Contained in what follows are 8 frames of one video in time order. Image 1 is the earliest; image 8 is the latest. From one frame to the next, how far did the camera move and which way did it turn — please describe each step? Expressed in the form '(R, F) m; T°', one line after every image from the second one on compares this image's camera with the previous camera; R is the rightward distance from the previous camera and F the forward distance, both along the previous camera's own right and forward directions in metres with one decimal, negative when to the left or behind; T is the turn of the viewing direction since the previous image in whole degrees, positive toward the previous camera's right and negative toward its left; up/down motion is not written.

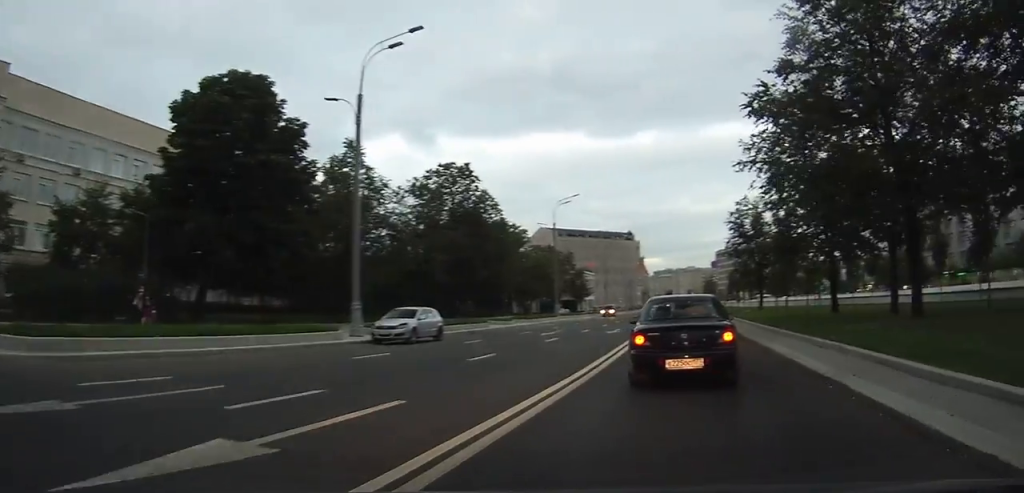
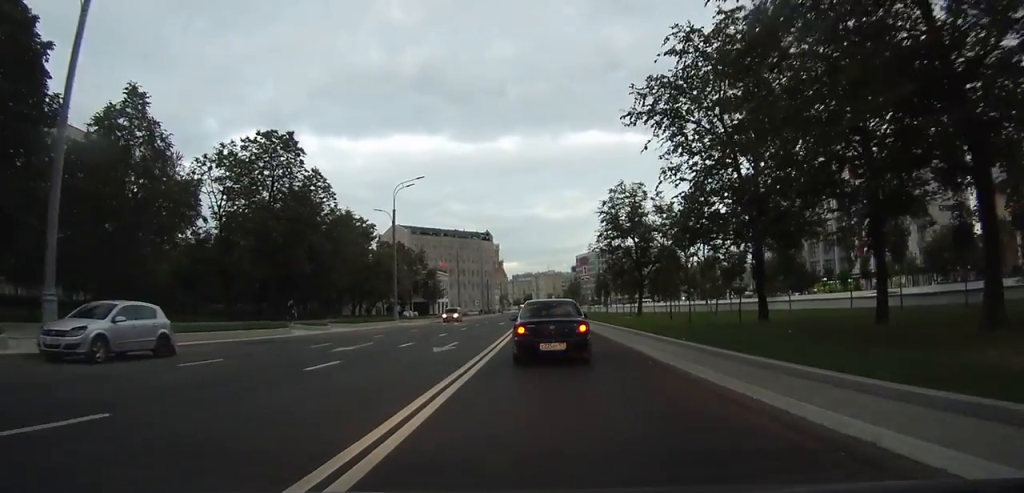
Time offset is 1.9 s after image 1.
(+1.4, +10.0) m; +11°
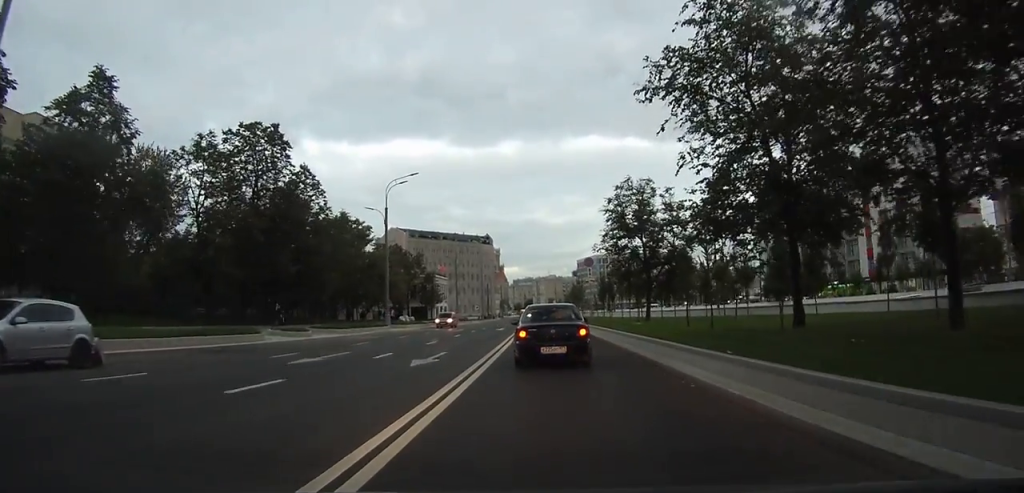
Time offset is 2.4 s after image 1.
(+0.1, +3.1) m; +1°
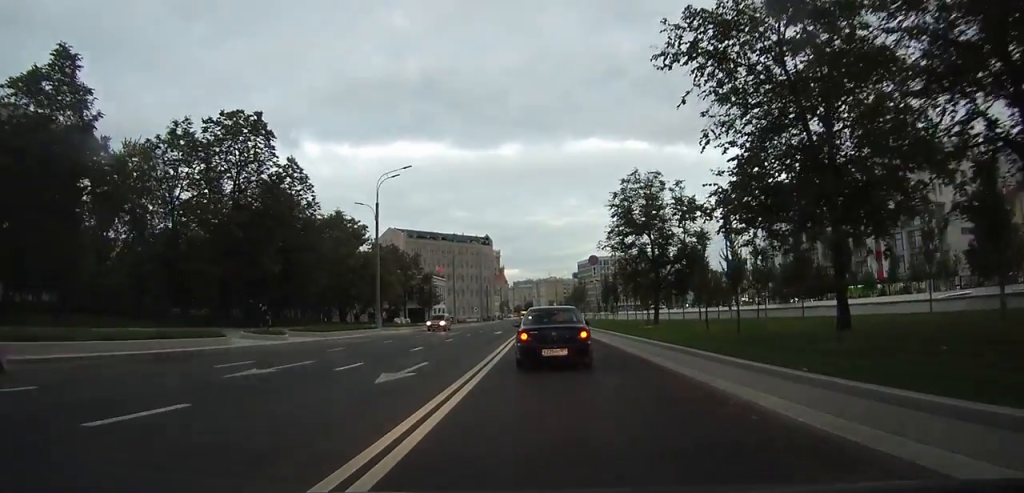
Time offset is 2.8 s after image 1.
(0.0, +3.1) m; 0°
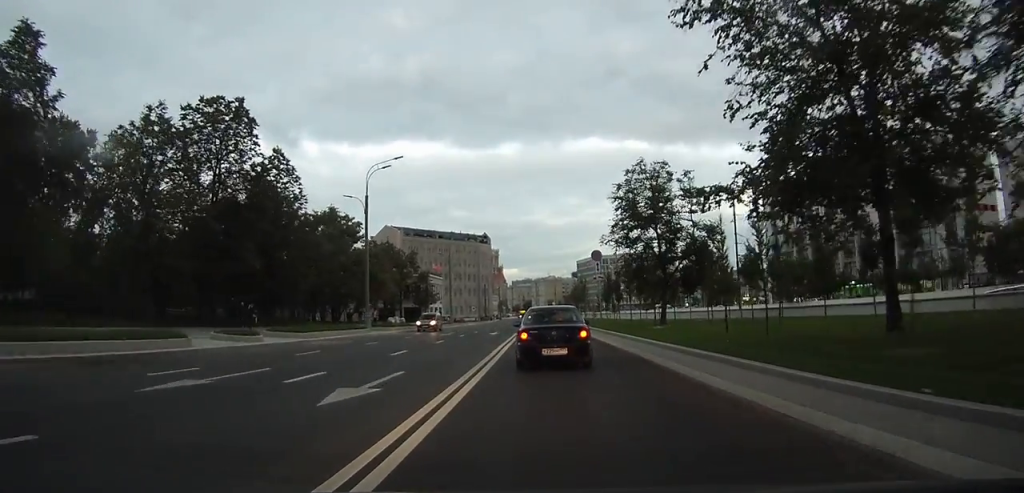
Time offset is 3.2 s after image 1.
(0.0, +2.7) m; 0°
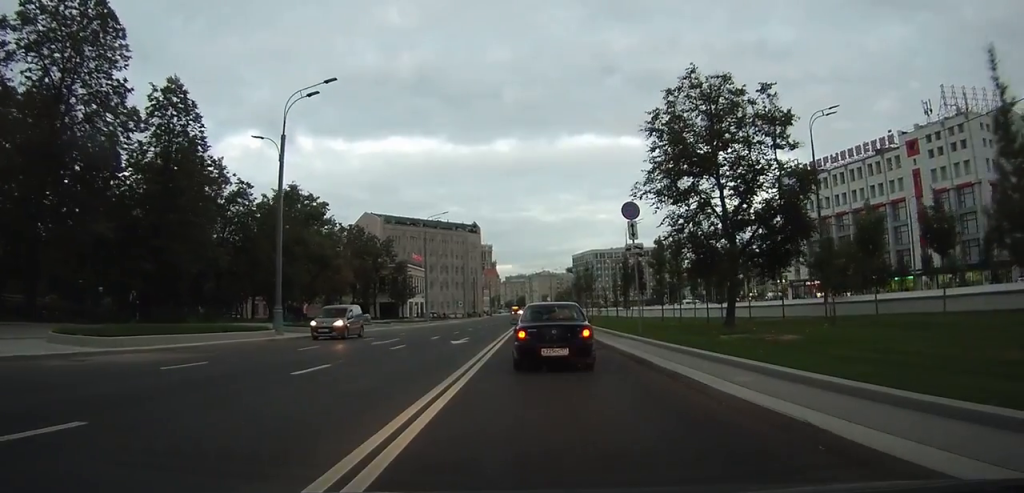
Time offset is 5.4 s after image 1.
(-0.2, +15.5) m; -2°
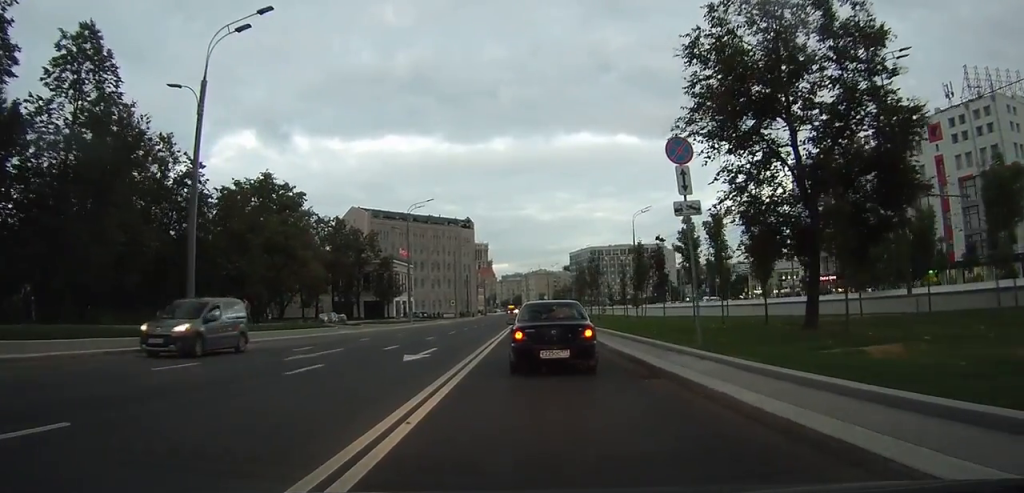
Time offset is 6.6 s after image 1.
(0.0, +8.4) m; +1°
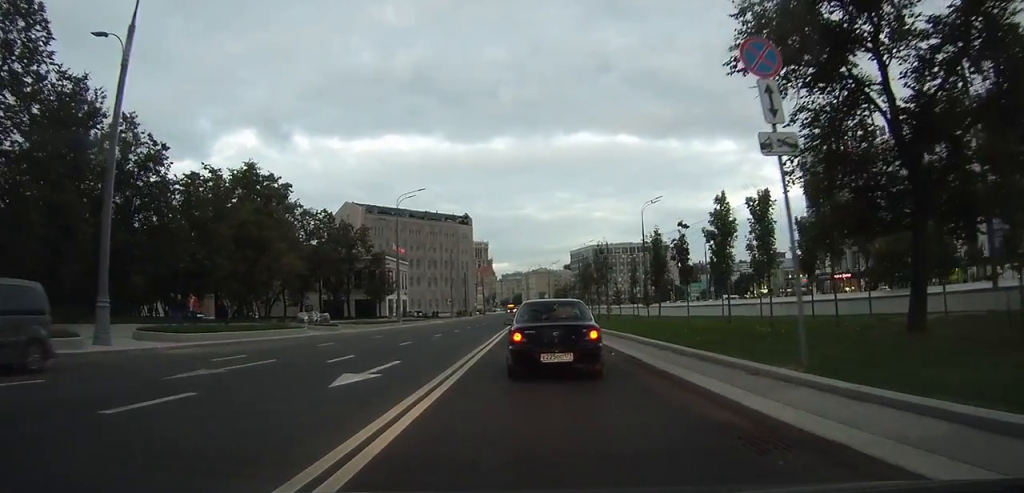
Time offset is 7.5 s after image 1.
(+0.1, +5.5) m; +1°
